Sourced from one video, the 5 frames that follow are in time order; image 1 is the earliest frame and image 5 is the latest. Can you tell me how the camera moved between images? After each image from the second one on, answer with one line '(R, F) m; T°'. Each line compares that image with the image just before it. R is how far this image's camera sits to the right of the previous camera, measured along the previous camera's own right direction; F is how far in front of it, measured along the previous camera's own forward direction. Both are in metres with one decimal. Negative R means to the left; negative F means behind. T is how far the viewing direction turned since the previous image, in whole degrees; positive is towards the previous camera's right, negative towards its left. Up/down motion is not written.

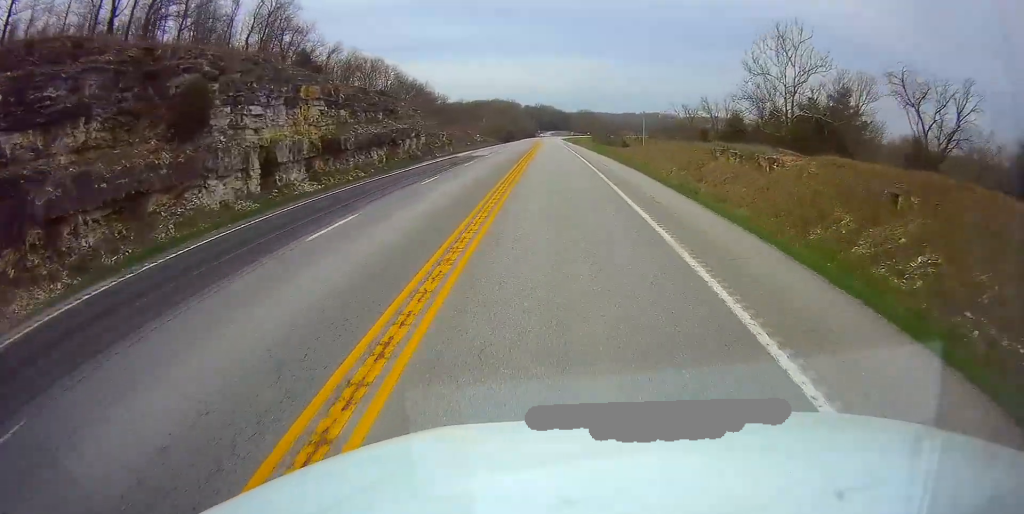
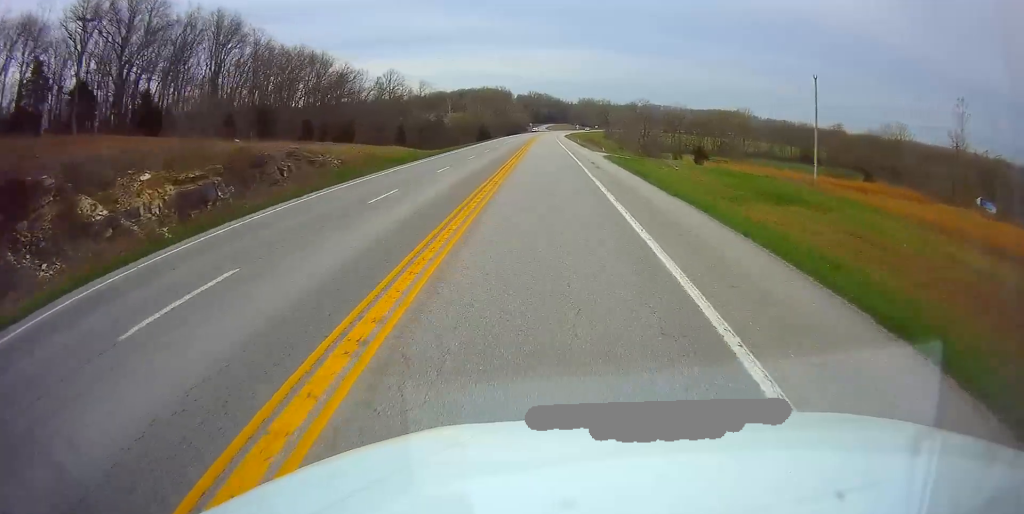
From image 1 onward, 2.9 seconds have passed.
(-0.1, +90.7) m; 0°
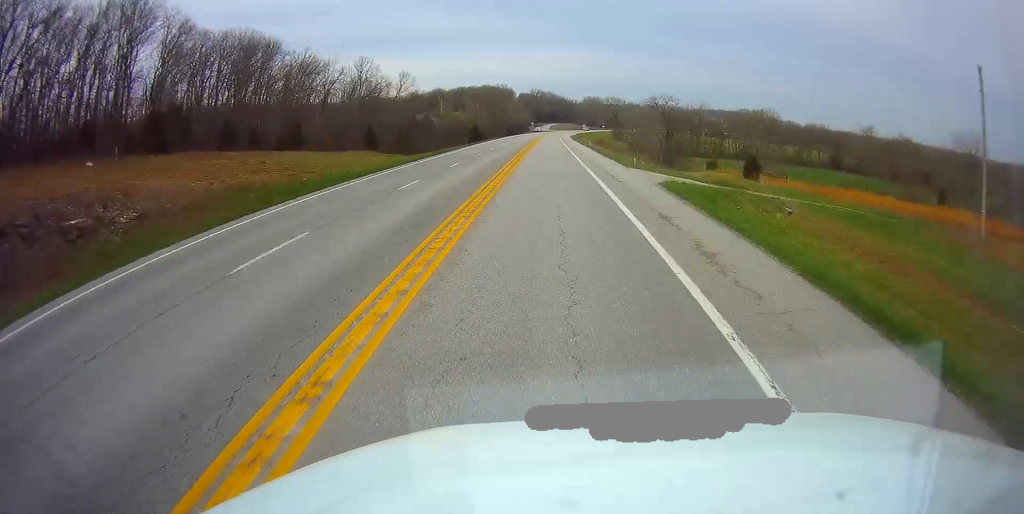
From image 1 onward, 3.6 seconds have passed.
(0.0, +21.0) m; 0°
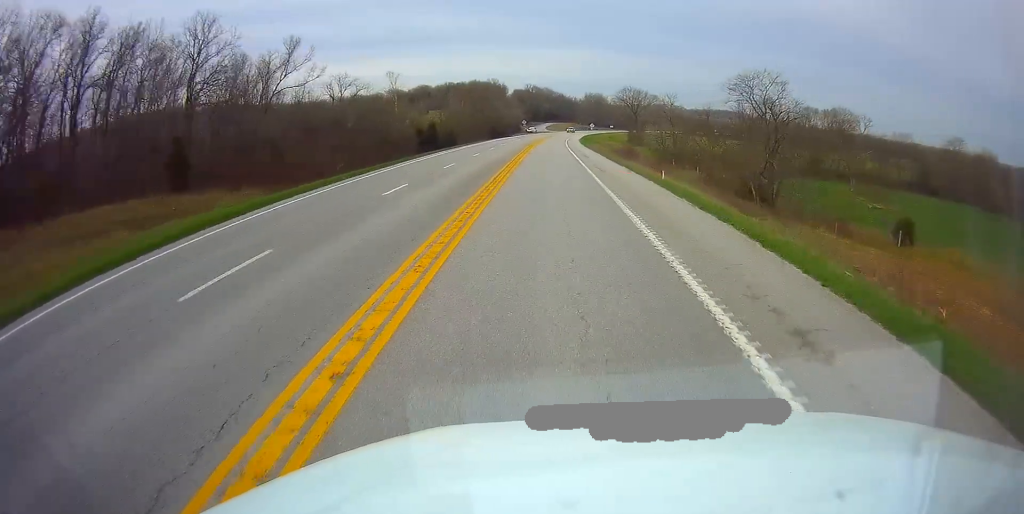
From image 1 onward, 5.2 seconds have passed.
(+0.6, +50.3) m; +1°
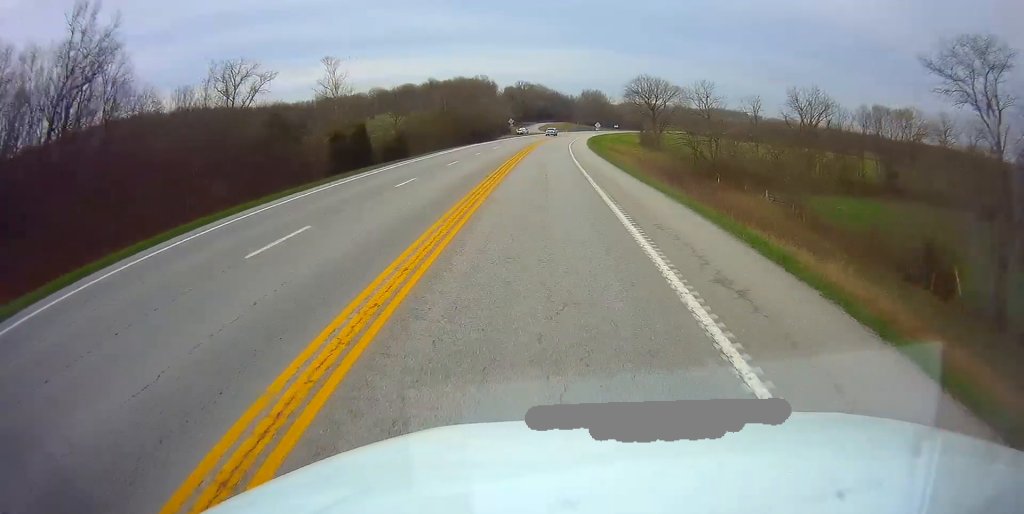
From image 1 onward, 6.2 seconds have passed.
(0.0, +33.7) m; 0°
